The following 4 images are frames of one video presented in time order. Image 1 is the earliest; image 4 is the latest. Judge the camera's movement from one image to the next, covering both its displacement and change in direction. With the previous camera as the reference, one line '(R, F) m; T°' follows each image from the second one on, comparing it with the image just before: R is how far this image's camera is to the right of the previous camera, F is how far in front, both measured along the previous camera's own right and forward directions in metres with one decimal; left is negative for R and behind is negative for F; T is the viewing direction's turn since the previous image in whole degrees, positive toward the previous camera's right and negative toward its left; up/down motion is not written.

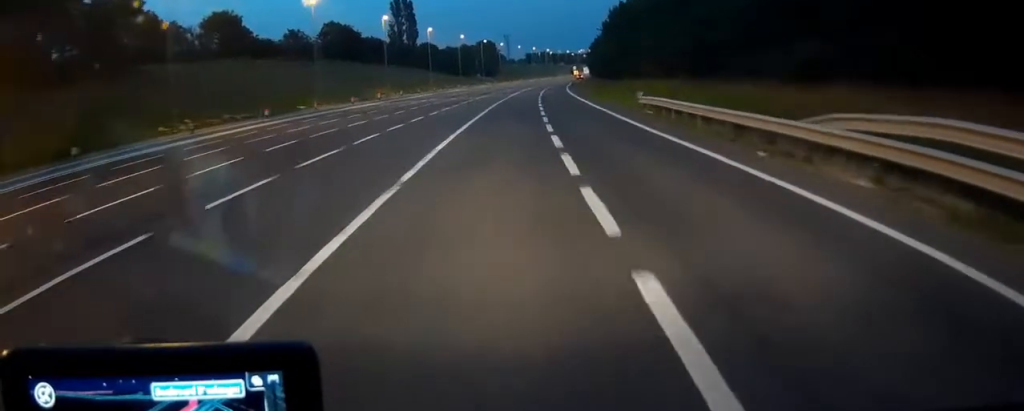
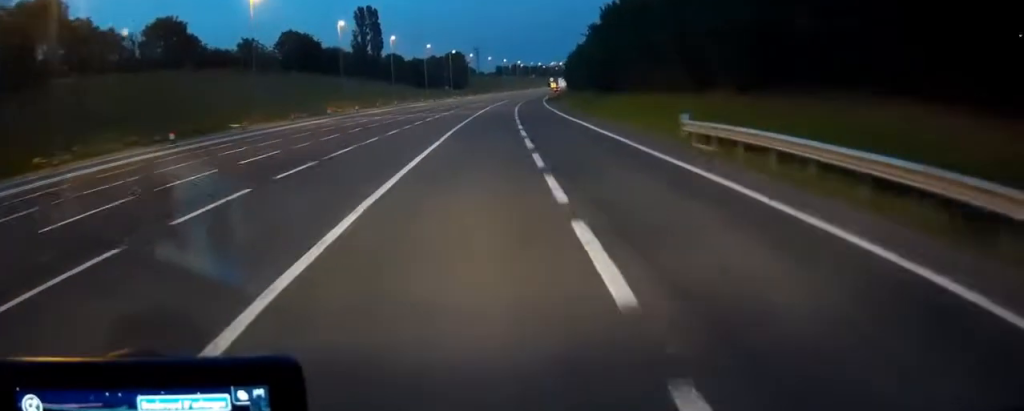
(+0.1, +12.2) m; 0°
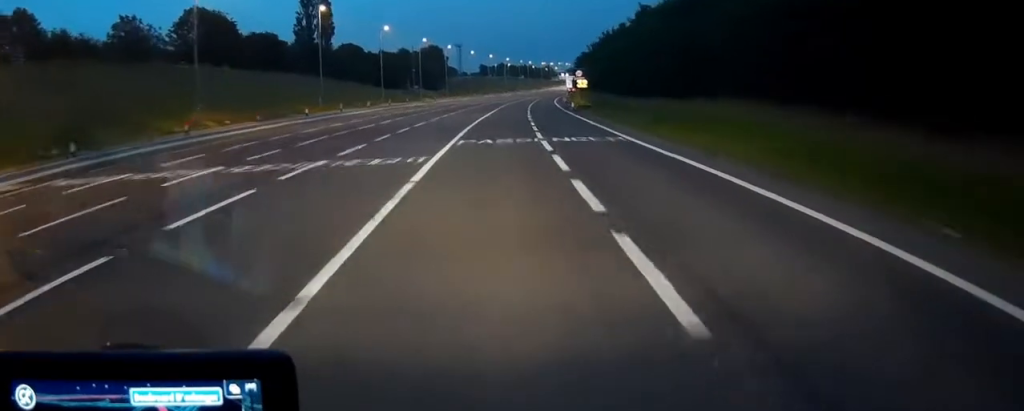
(-0.2, +48.4) m; +1°
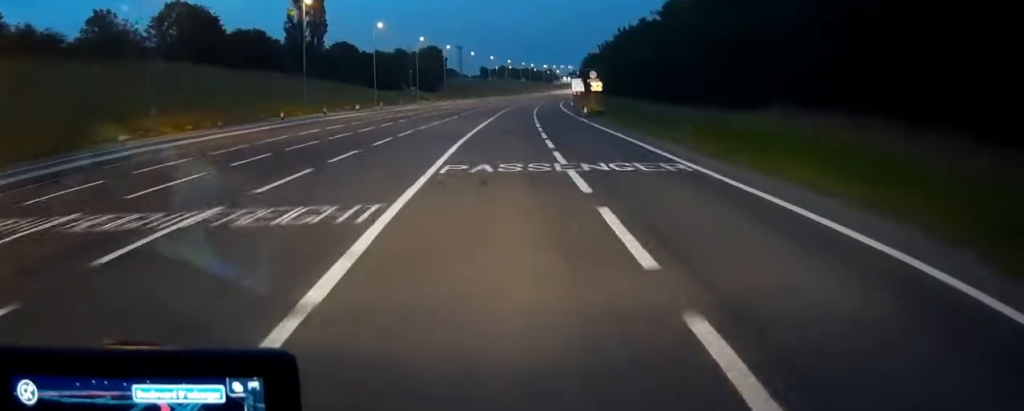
(+0.1, +8.2) m; 0°
